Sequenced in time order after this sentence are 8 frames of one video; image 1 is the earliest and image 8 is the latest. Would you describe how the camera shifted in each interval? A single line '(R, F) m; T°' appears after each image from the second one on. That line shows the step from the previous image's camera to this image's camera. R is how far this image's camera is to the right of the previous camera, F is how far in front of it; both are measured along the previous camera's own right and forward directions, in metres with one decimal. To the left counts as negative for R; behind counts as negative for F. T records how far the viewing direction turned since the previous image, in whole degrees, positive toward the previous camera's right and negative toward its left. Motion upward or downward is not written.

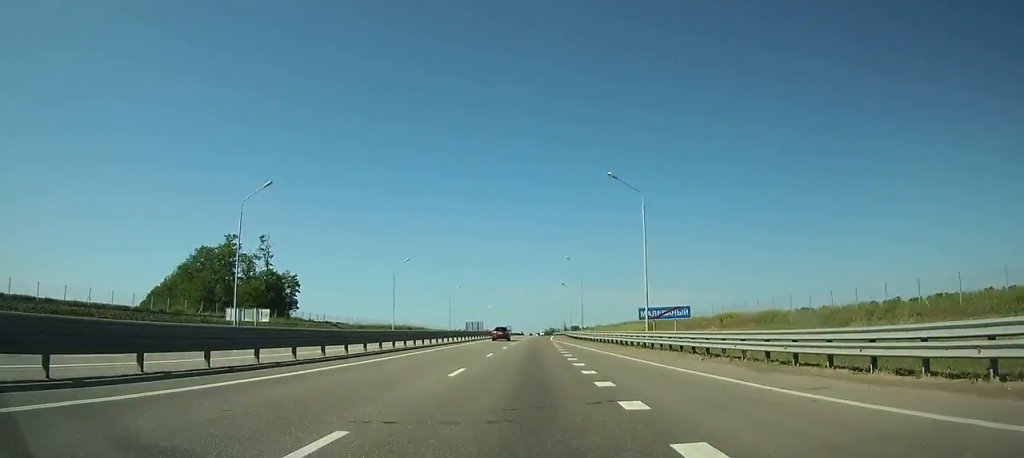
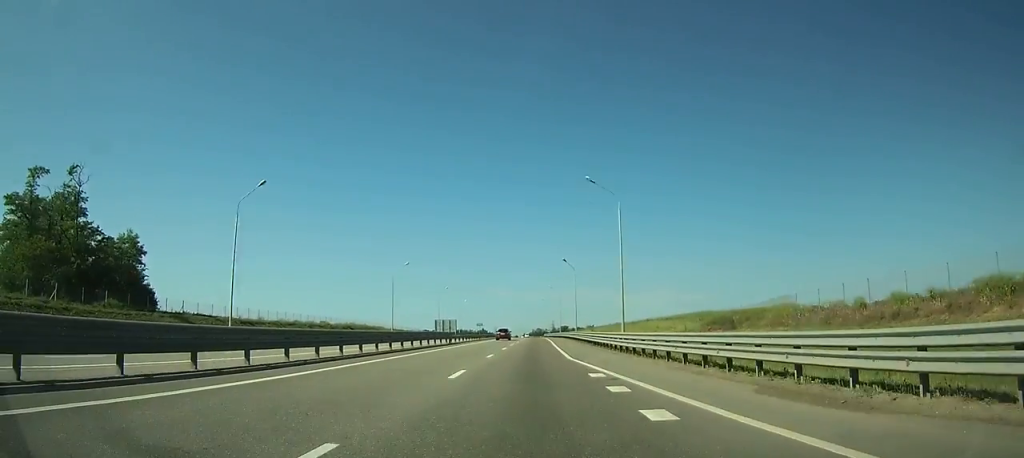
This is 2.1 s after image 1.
(+0.2, +48.2) m; +1°
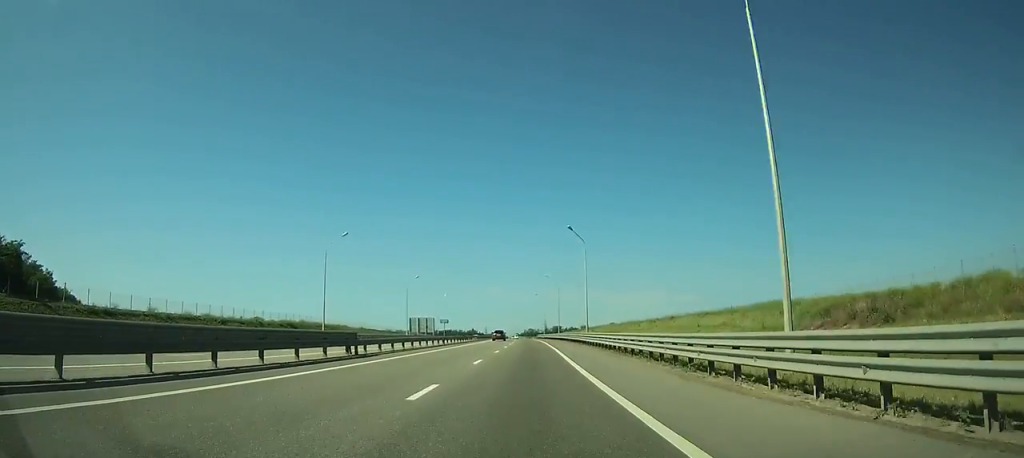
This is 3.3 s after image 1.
(+0.3, +28.7) m; 0°
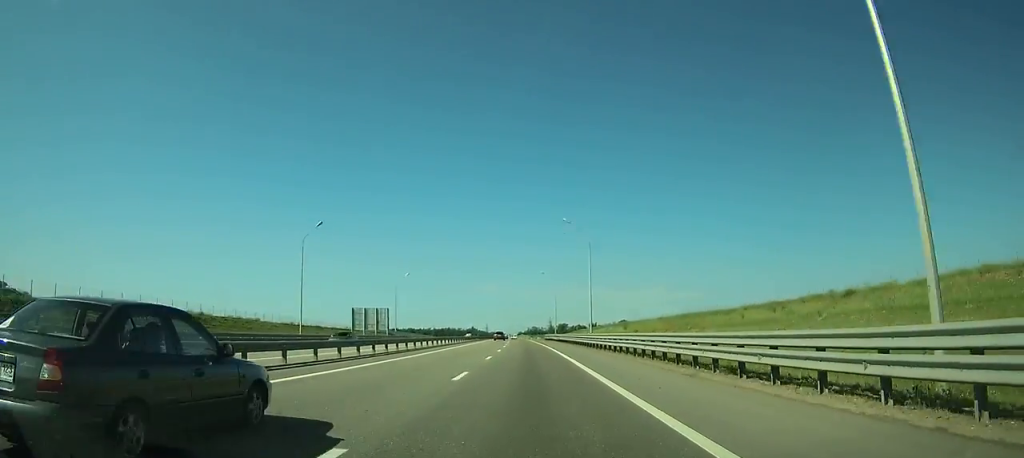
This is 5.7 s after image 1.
(+0.4, +57.5) m; 0°
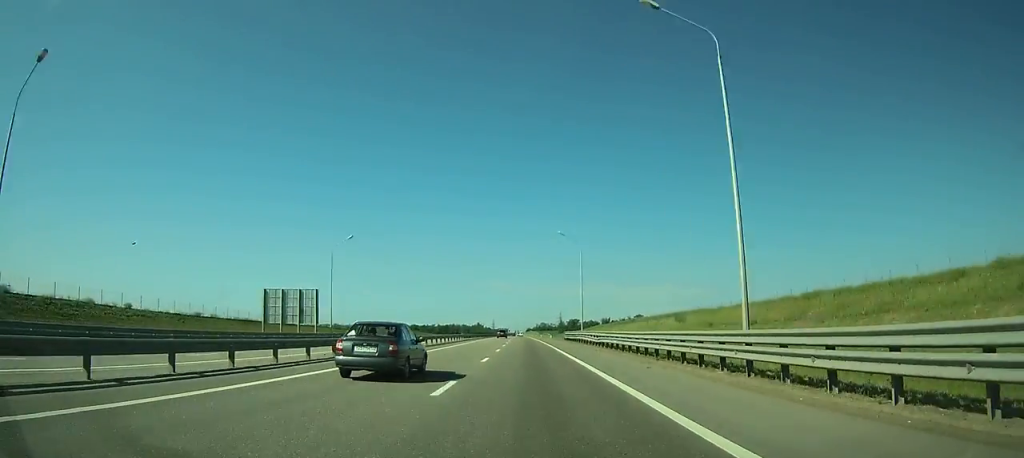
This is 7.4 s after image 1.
(+0.2, +40.8) m; 0°
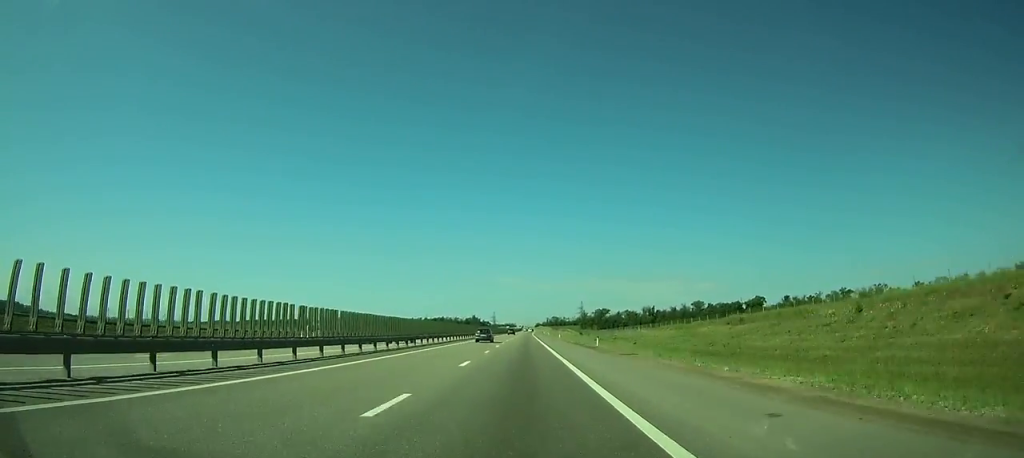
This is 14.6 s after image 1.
(-3.2, +168.6) m; -1°
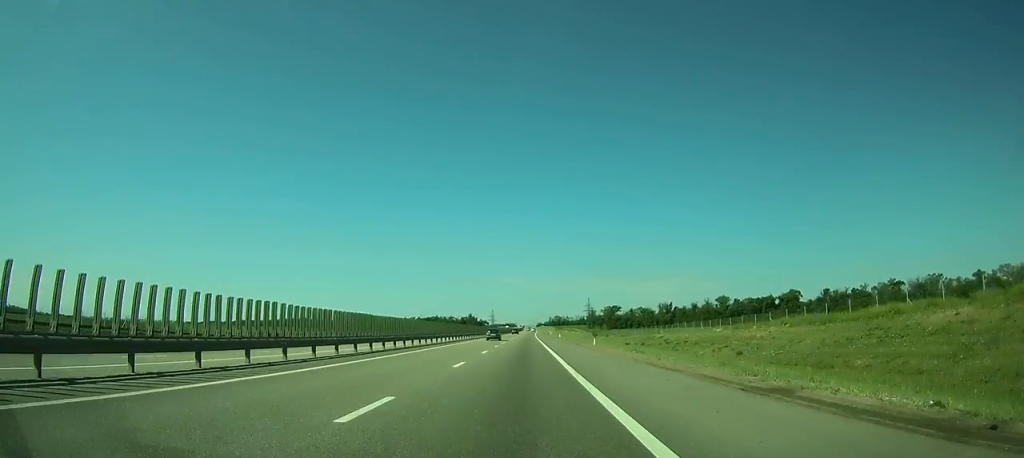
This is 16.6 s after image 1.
(0.0, +47.5) m; 0°
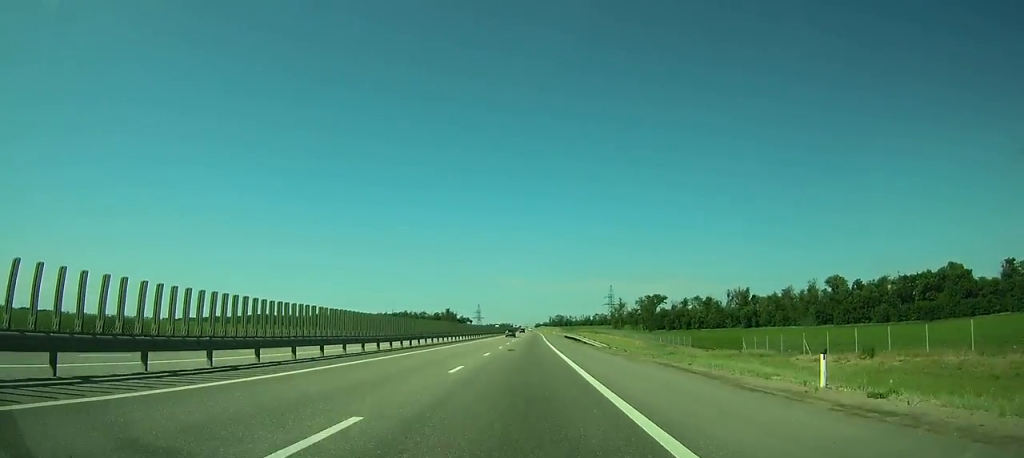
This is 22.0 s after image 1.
(+0.5, +137.5) m; 0°
